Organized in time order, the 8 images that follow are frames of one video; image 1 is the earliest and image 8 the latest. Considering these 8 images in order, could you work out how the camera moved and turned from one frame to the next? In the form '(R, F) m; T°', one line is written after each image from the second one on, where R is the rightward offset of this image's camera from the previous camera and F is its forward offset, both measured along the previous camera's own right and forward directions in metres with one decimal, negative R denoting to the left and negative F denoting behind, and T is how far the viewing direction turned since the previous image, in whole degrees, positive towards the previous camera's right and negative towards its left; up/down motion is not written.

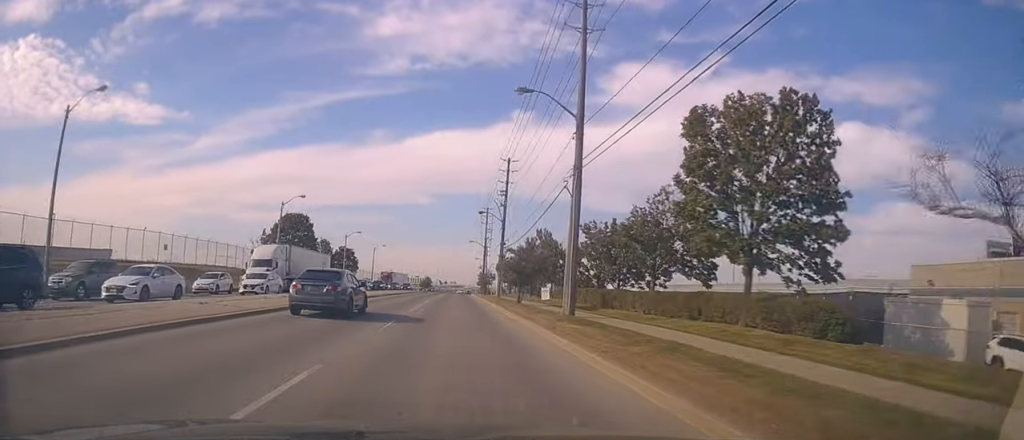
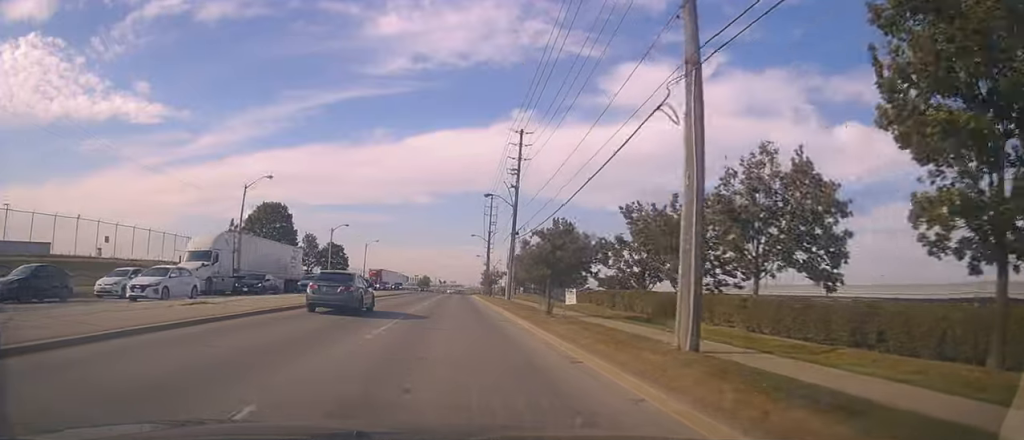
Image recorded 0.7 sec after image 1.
(-0.7, +11.3) m; 0°
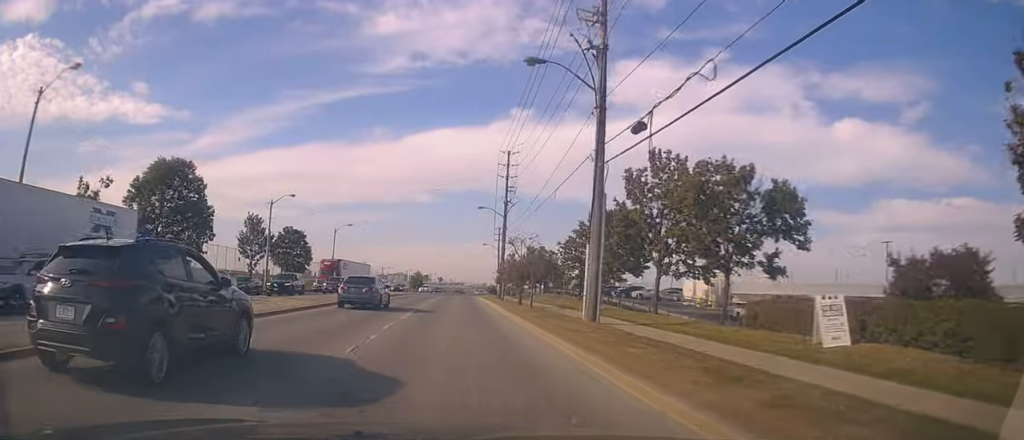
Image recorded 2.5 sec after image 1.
(+0.2, +29.1) m; 0°
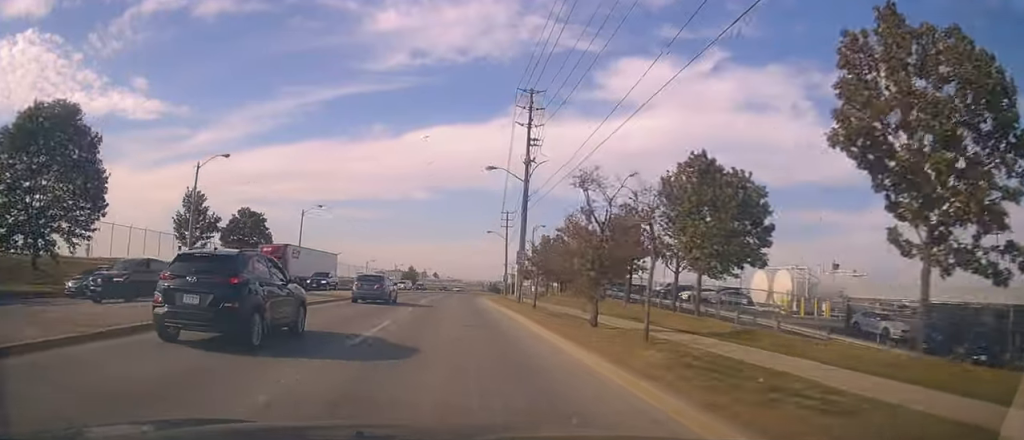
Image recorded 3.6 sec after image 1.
(0.0, +17.6) m; 0°
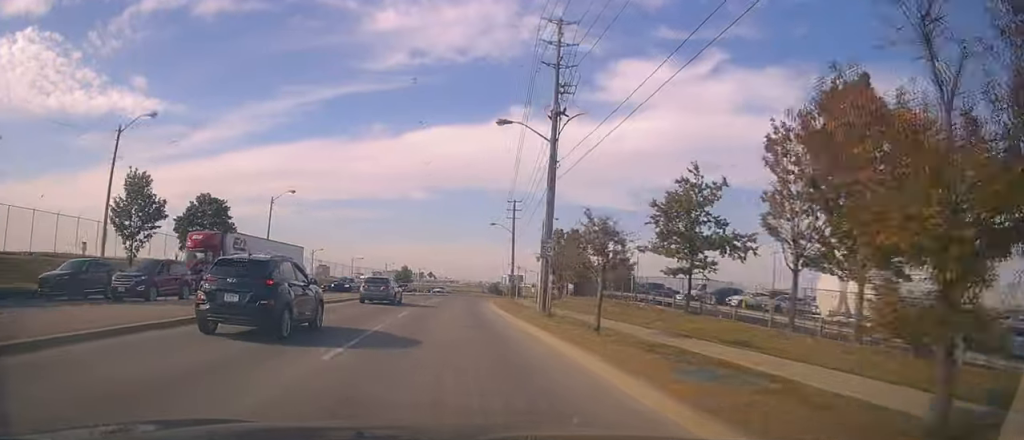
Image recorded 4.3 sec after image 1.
(+0.1, +11.2) m; 0°
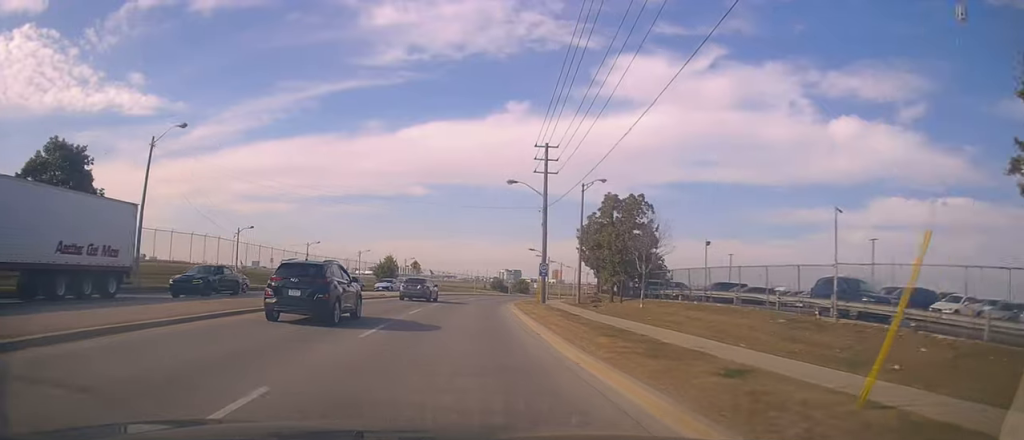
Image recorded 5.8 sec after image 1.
(-0.4, +24.5) m; -1°
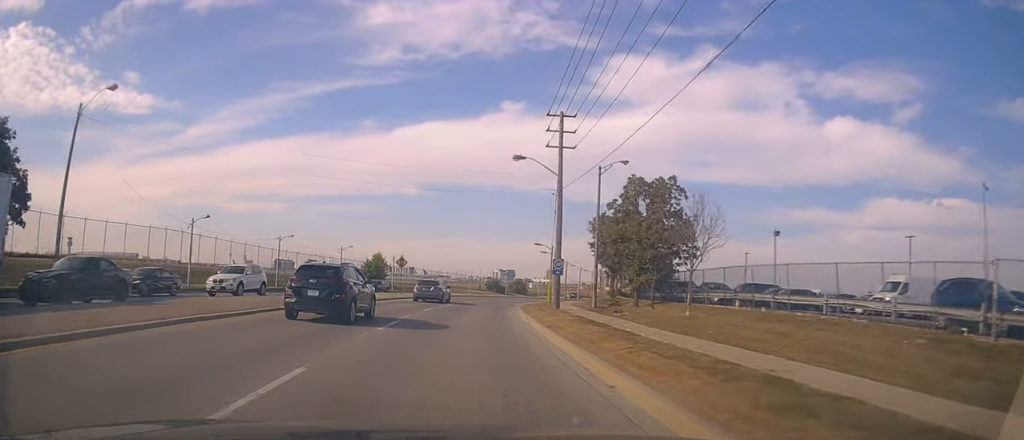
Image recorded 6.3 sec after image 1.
(0.0, +8.0) m; +1°
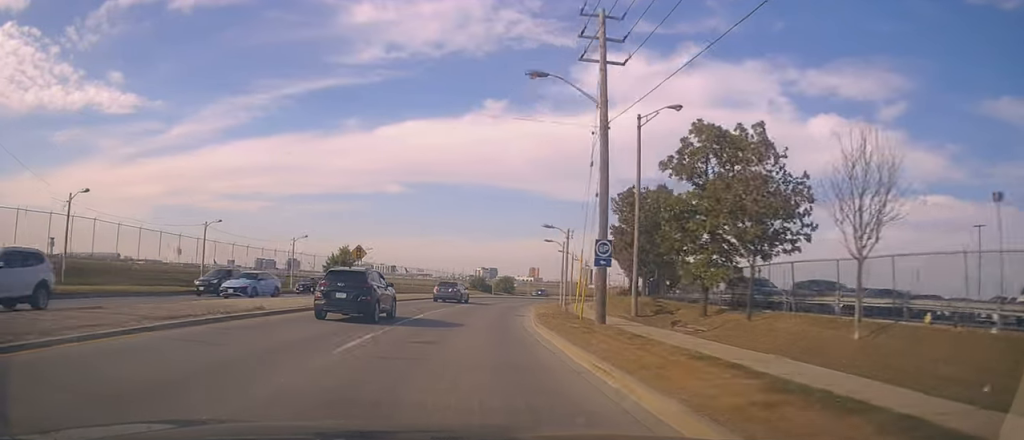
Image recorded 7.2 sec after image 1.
(+0.1, +13.2) m; +1°
